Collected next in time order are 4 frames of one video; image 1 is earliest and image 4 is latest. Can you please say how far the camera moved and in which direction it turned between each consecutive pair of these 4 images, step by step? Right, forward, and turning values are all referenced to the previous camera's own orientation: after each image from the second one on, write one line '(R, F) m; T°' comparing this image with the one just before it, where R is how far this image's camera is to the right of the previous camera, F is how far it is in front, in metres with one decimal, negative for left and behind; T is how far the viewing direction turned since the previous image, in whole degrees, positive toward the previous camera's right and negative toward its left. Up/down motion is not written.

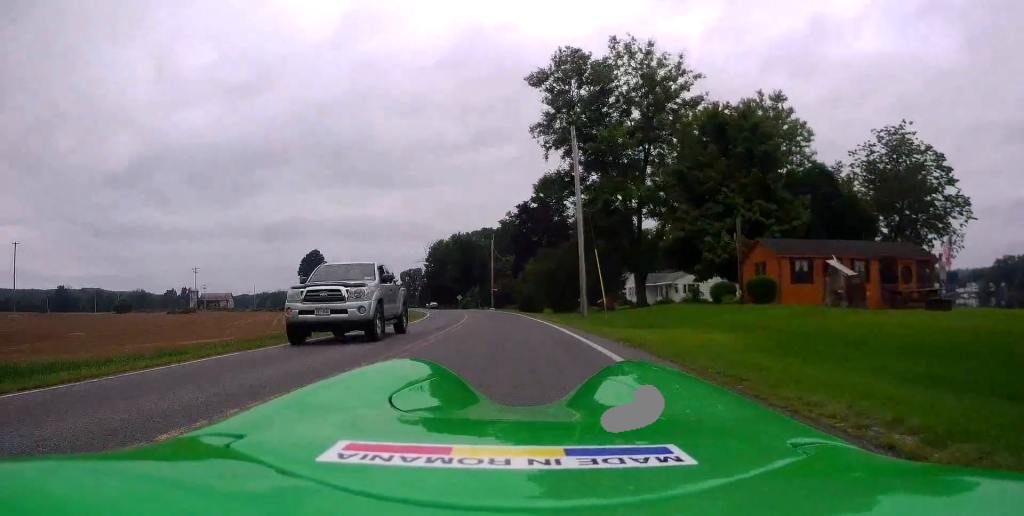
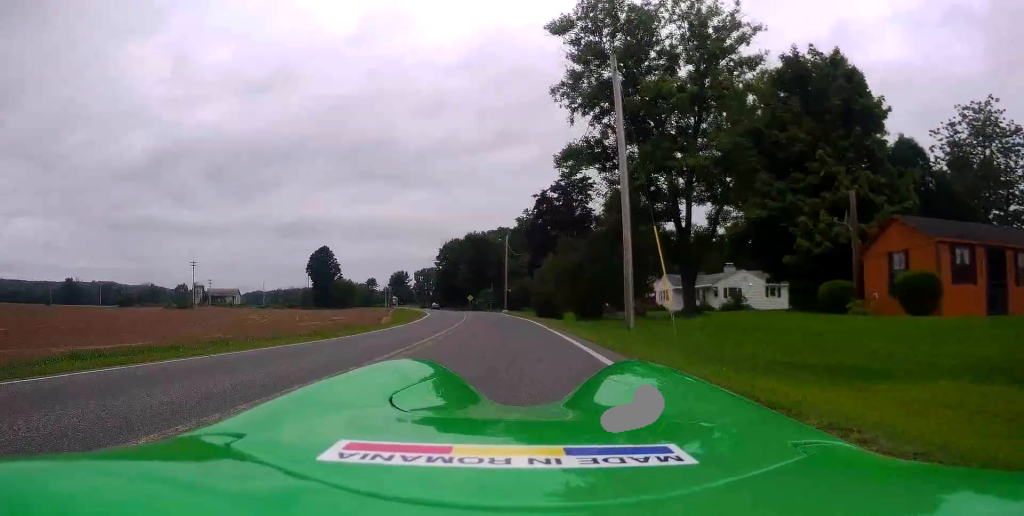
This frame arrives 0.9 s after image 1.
(-0.2, +9.3) m; -3°
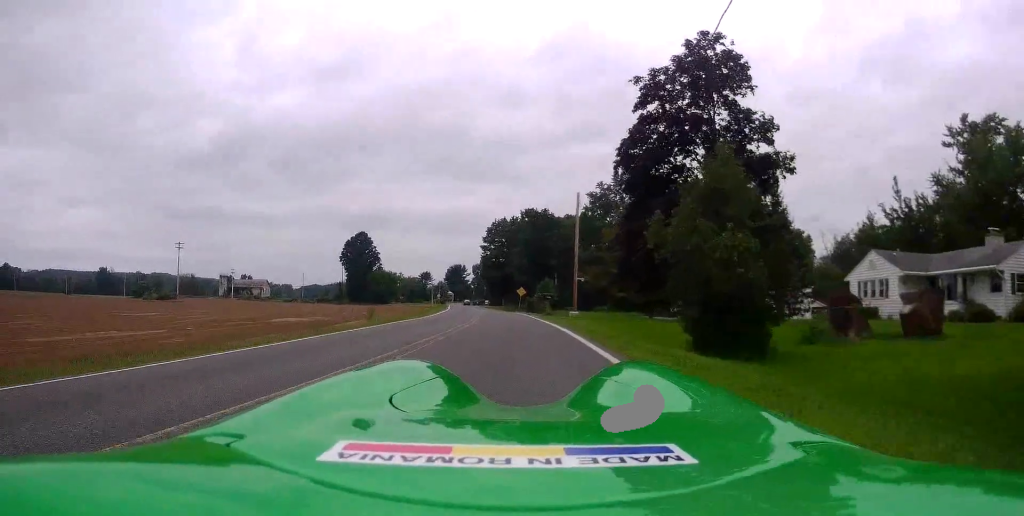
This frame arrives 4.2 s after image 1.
(-2.2, +33.4) m; -7°
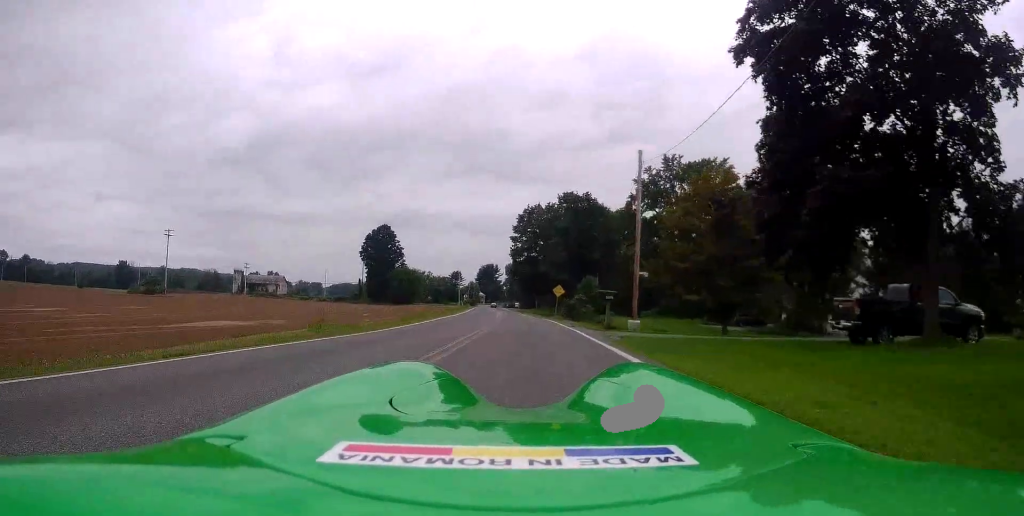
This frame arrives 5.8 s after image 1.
(-0.3, +15.8) m; -2°
